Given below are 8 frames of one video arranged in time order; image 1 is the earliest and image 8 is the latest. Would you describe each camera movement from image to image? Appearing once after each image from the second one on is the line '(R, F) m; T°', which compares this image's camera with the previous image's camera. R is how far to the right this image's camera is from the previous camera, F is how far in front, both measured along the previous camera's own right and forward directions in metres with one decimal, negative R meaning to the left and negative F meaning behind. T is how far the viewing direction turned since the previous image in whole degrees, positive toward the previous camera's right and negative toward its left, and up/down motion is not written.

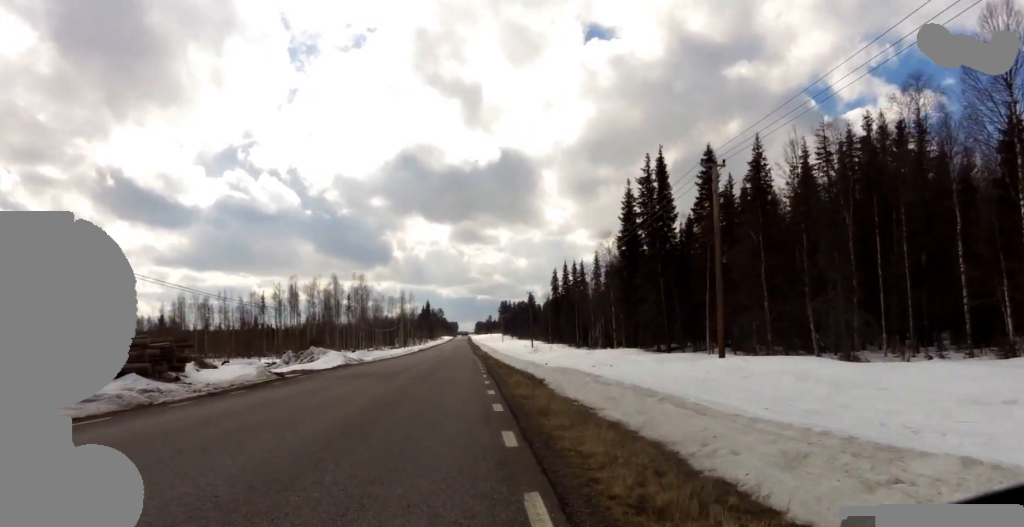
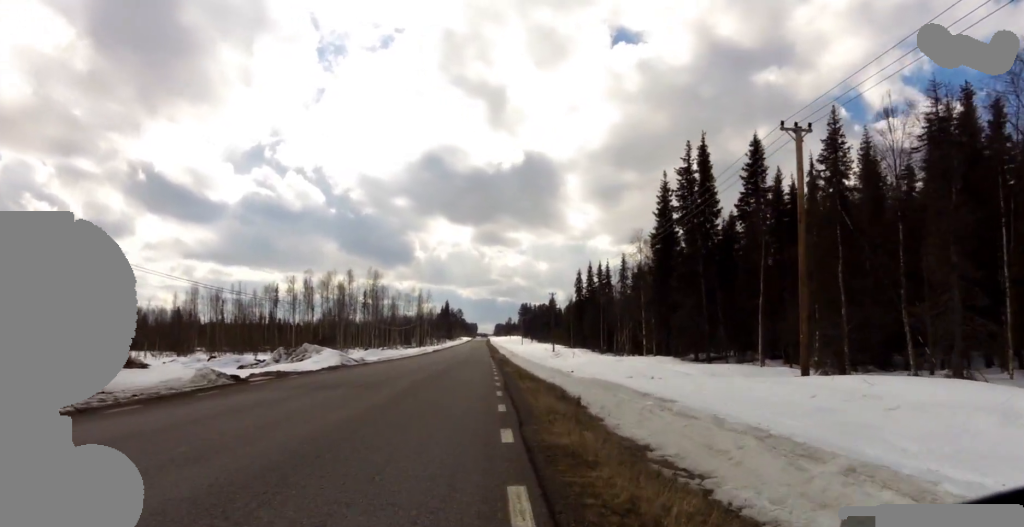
(0.0, +5.6) m; 0°
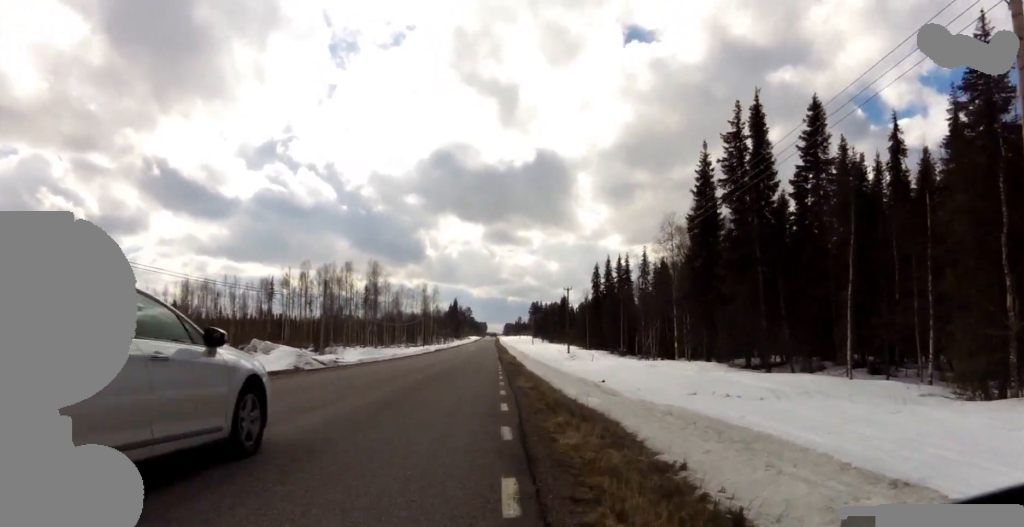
(0.0, +8.9) m; 0°
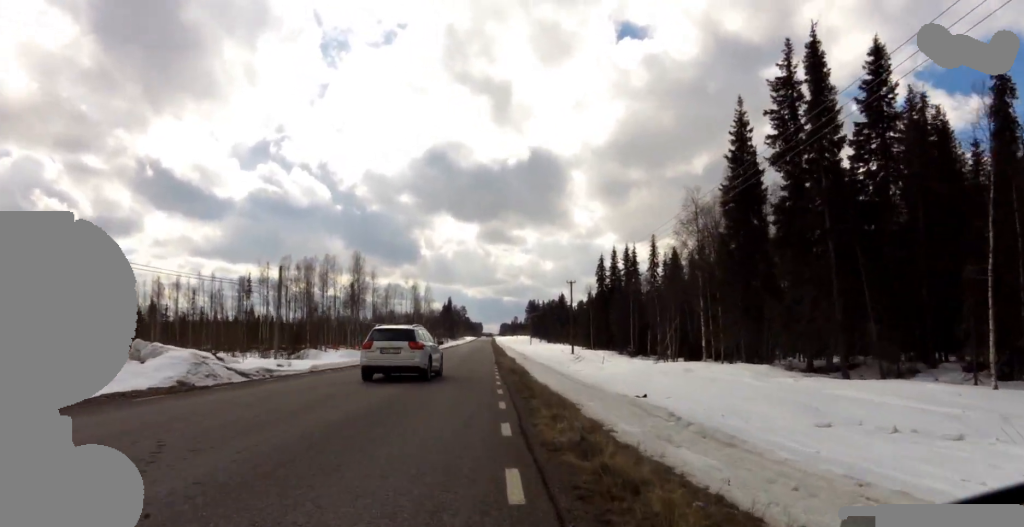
(0.0, +8.9) m; -1°
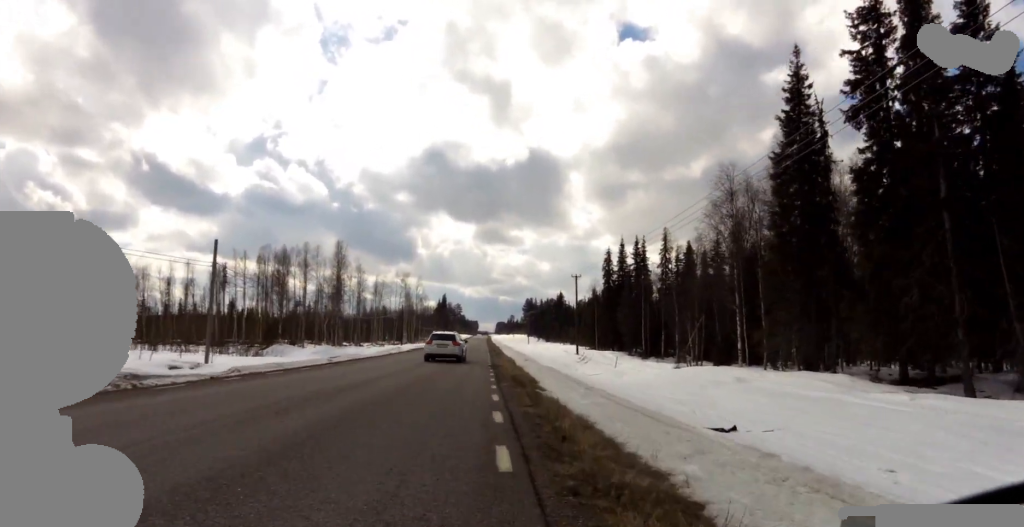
(-0.1, +8.2) m; -2°
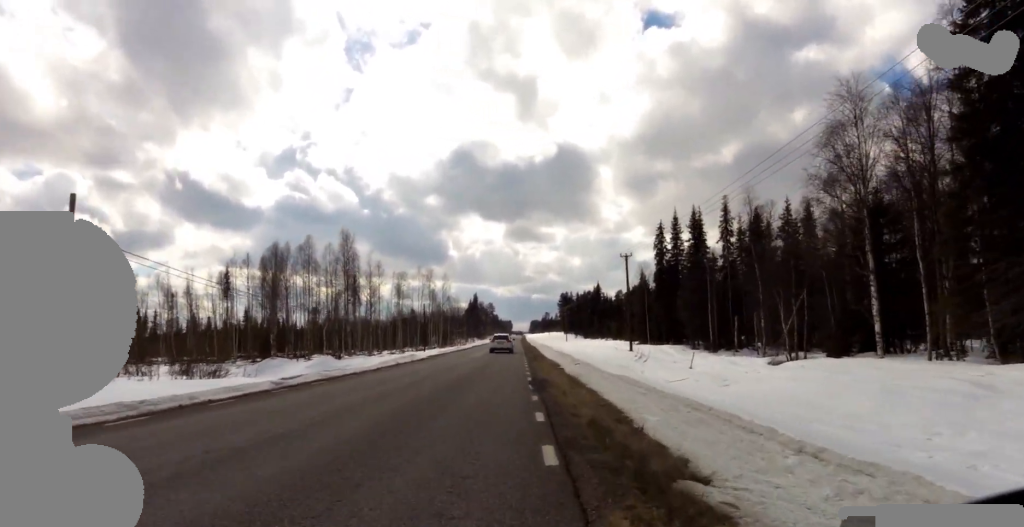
(-0.2, +11.8) m; +2°
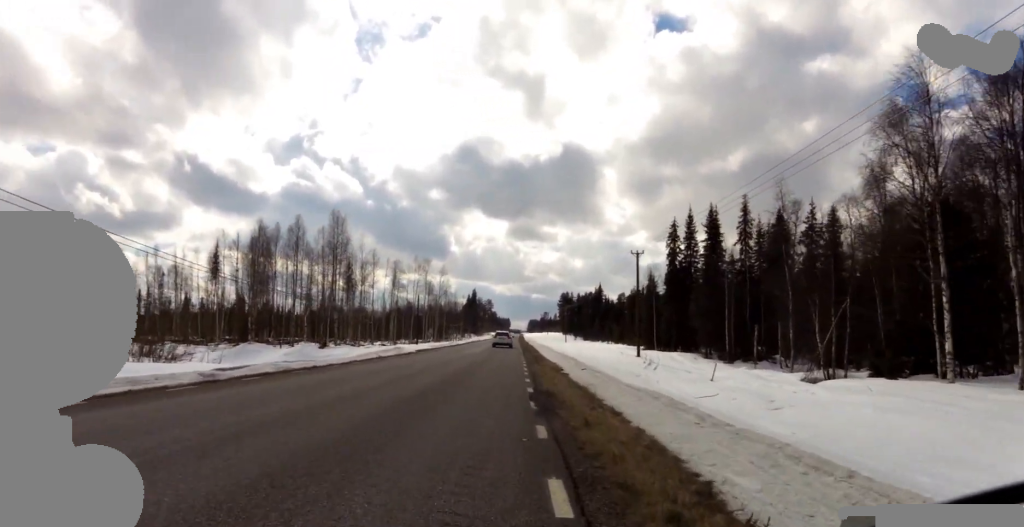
(+0.1, +4.6) m; +2°
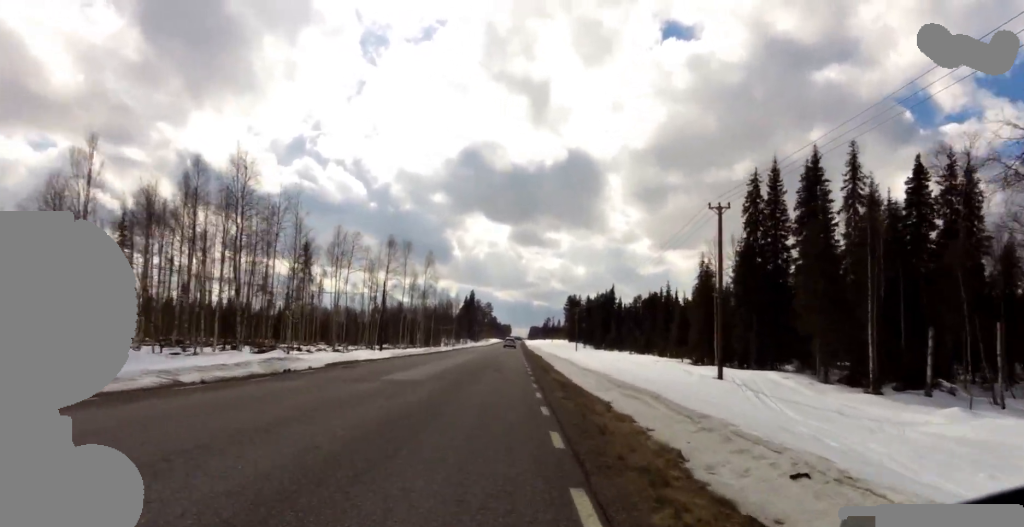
(-1.0, +21.0) m; -3°
